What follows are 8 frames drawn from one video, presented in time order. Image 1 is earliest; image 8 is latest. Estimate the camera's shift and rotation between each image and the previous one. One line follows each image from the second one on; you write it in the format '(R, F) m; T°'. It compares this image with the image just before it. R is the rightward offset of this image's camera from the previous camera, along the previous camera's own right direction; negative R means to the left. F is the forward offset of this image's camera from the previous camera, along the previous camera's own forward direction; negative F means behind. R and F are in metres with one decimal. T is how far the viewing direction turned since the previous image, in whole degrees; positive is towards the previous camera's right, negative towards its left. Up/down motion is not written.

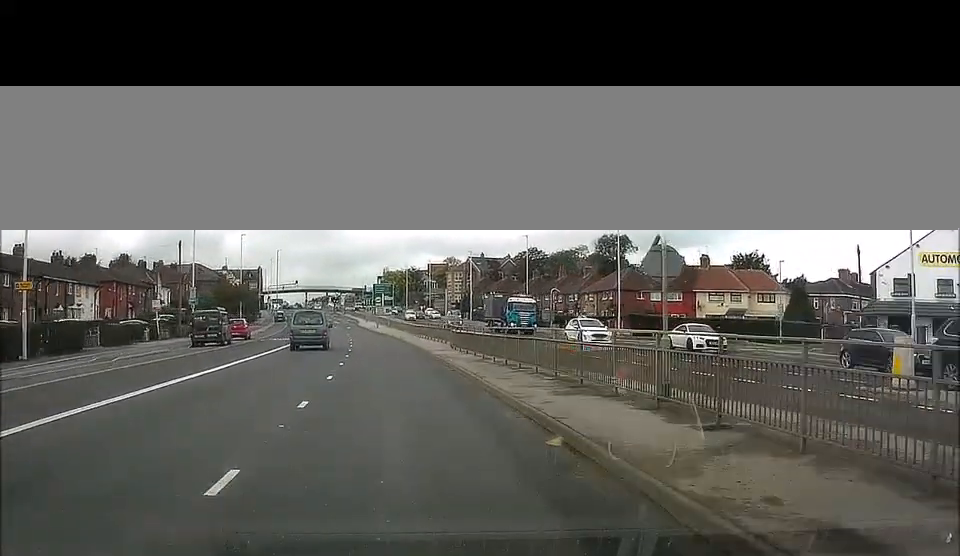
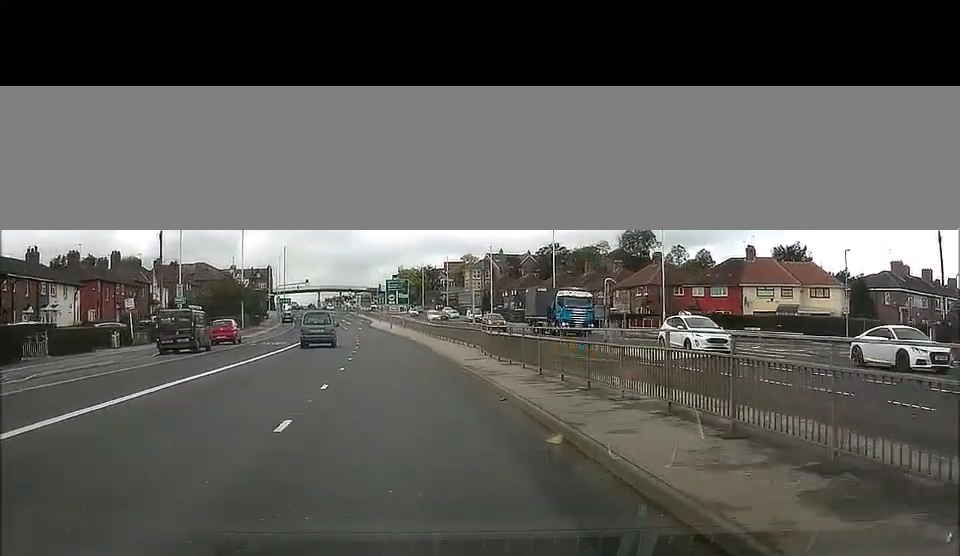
(-0.1, +9.1) m; -1°
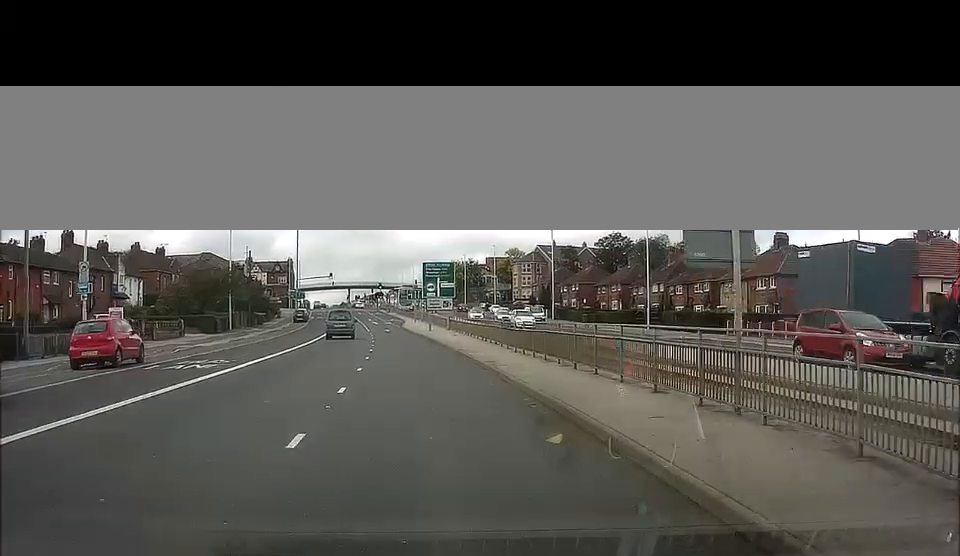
(-0.4, +25.9) m; -3°
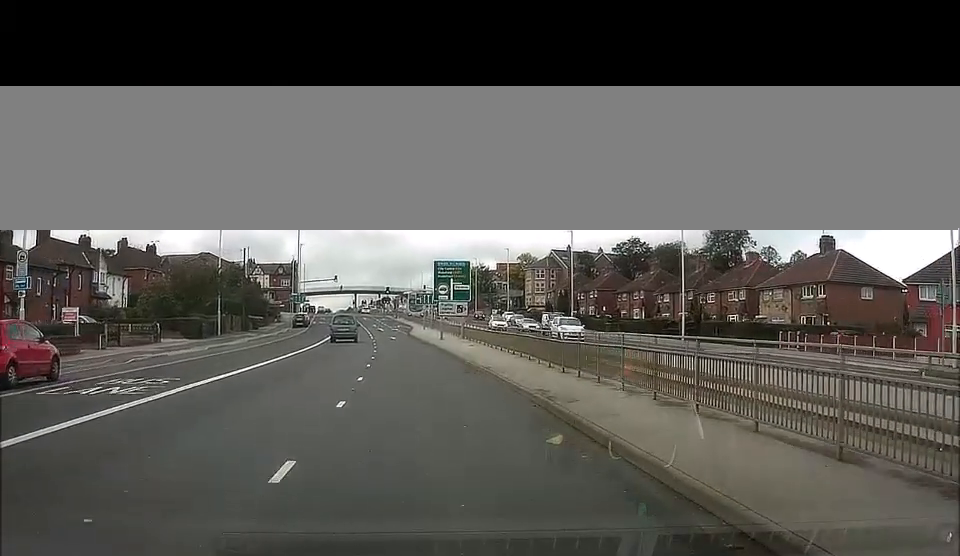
(-0.2, +7.6) m; -1°
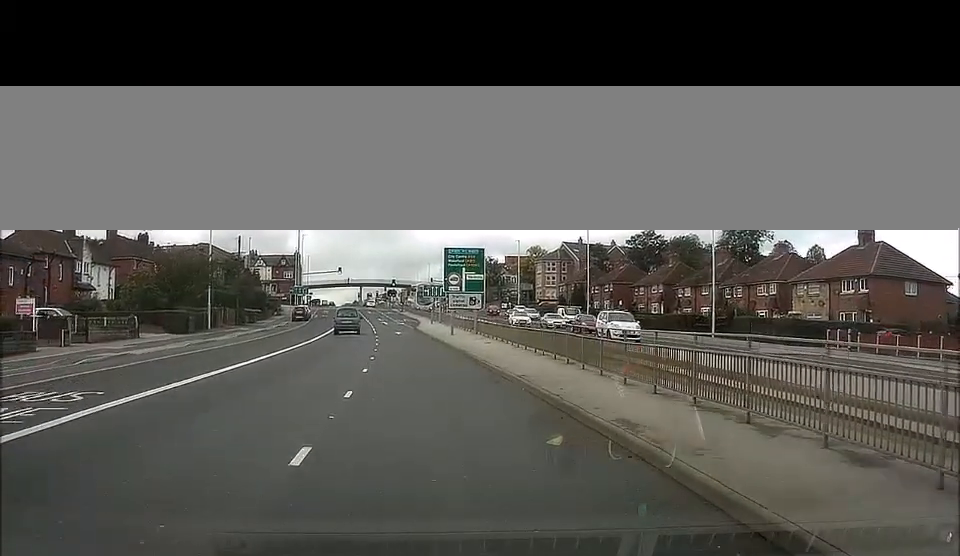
(0.0, +5.6) m; 0°
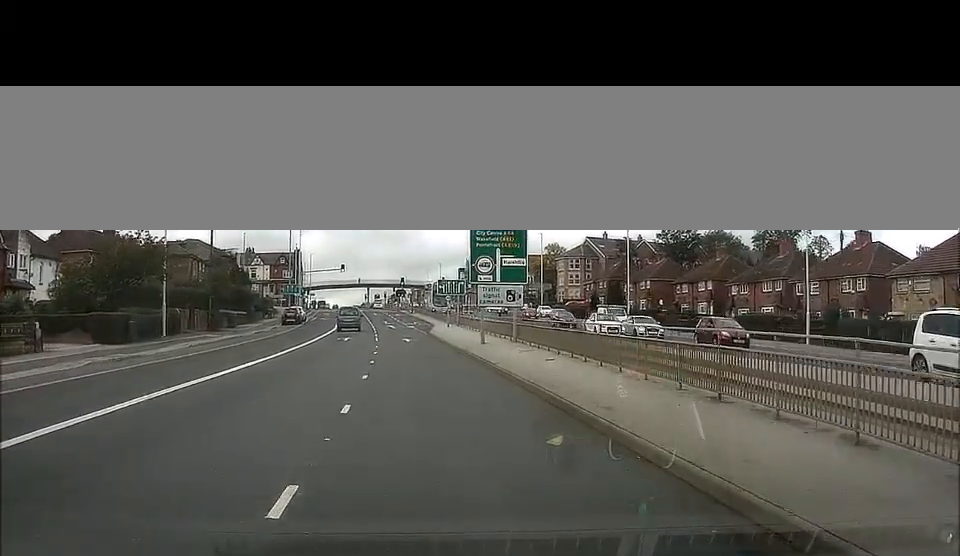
(0.0, +14.2) m; 0°
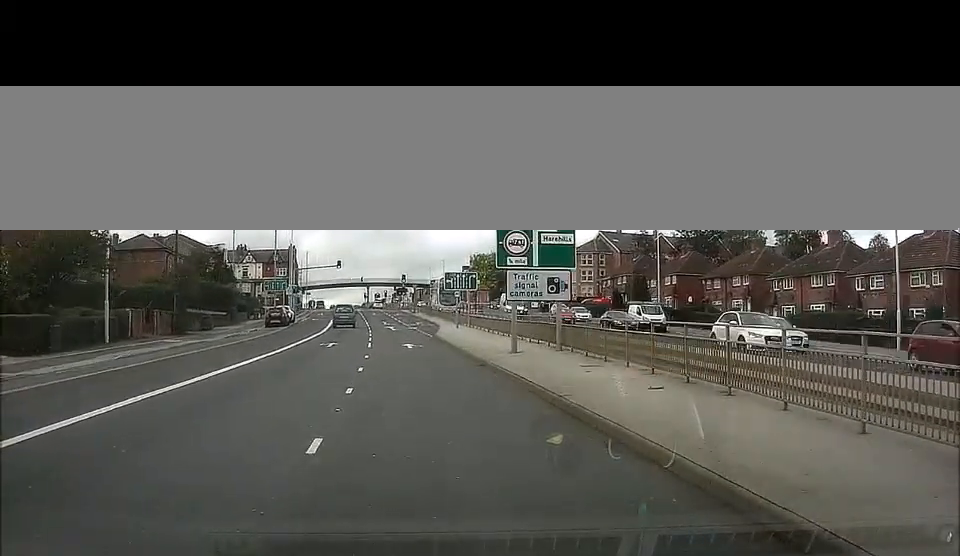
(0.0, +9.9) m; -1°
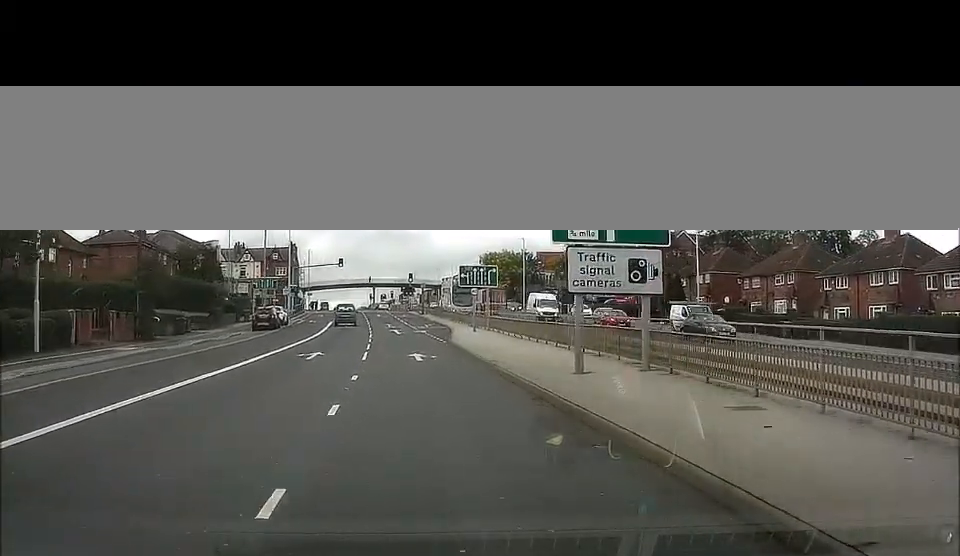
(+0.1, +8.6) m; -1°
